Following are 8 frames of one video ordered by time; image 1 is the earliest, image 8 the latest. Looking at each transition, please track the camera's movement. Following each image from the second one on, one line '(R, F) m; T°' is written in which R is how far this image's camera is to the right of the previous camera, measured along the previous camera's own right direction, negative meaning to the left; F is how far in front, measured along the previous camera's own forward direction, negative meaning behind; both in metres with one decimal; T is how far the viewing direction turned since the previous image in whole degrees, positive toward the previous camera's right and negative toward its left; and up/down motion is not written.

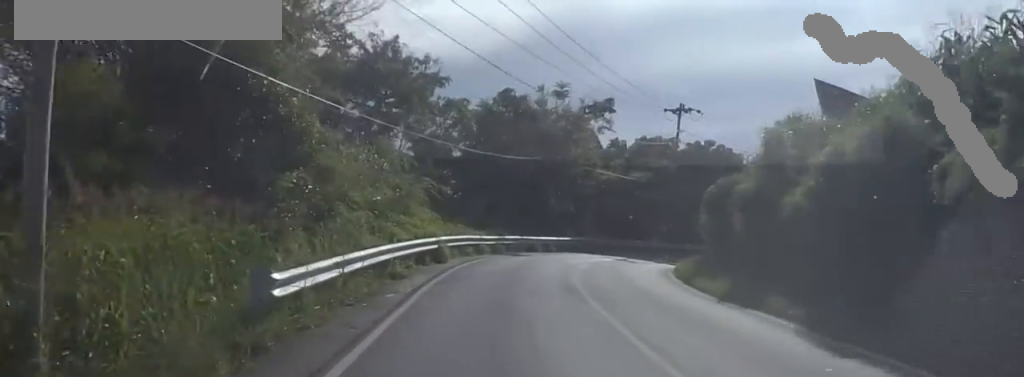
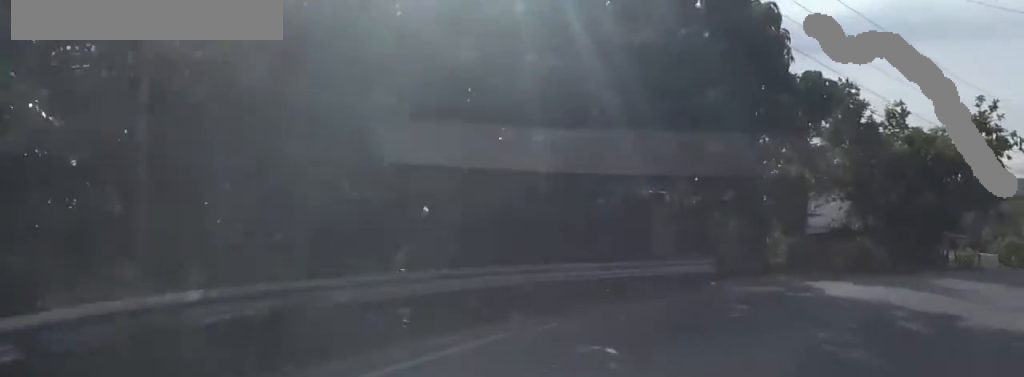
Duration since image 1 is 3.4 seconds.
(+1.8, +40.6) m; +19°
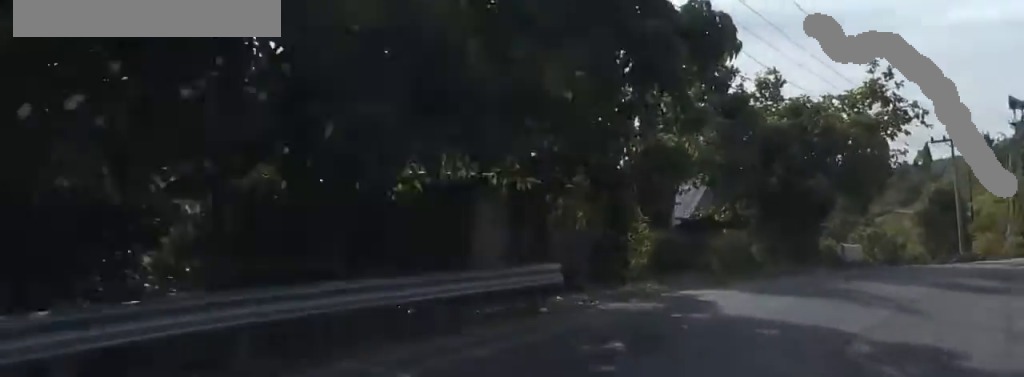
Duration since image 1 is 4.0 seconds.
(+0.5, +6.5) m; +8°
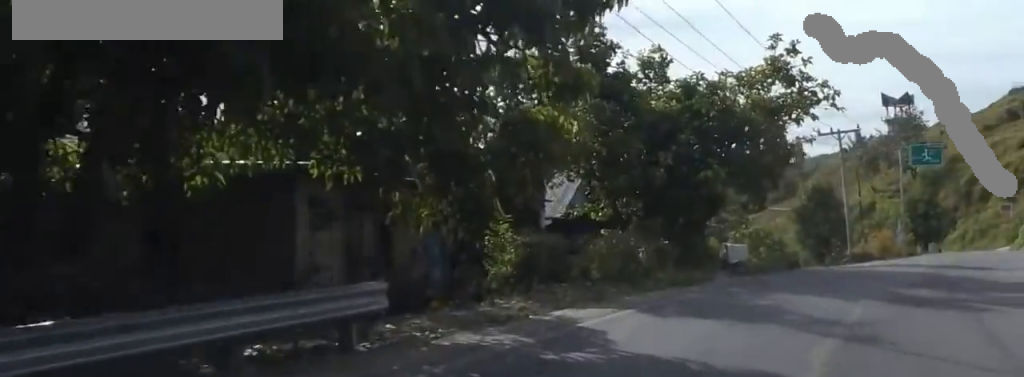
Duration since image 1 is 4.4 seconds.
(+0.2, +4.3) m; +7°
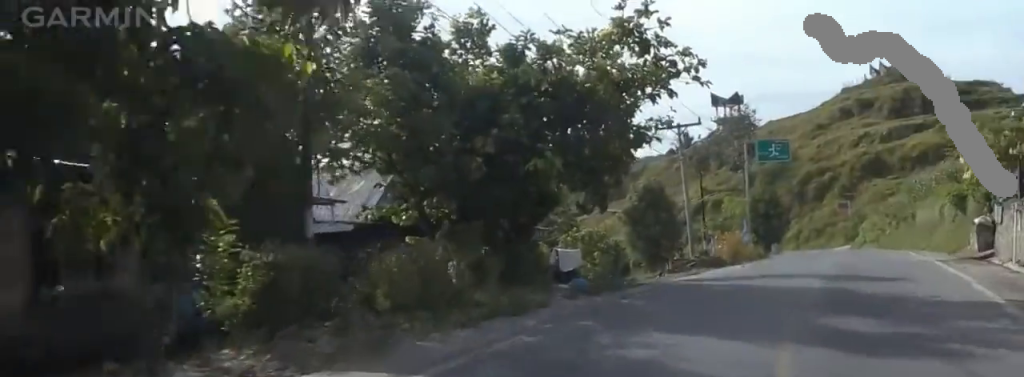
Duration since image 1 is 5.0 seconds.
(+0.2, +5.5) m; +11°
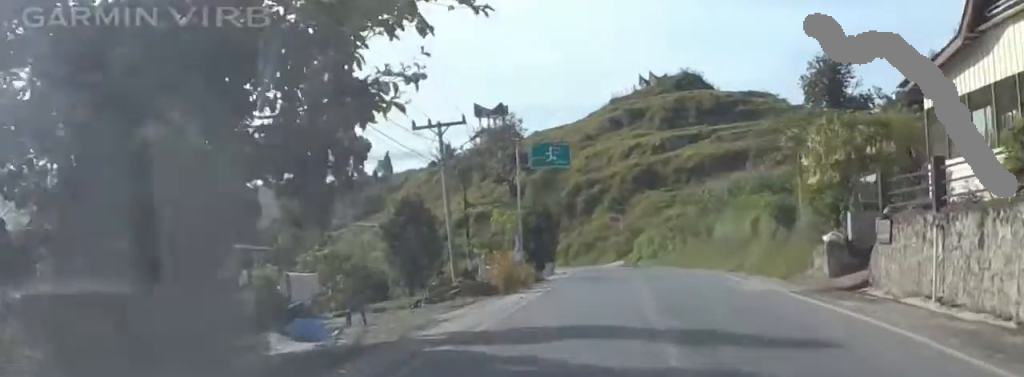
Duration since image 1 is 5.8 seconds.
(+1.5, +8.1) m; +18°
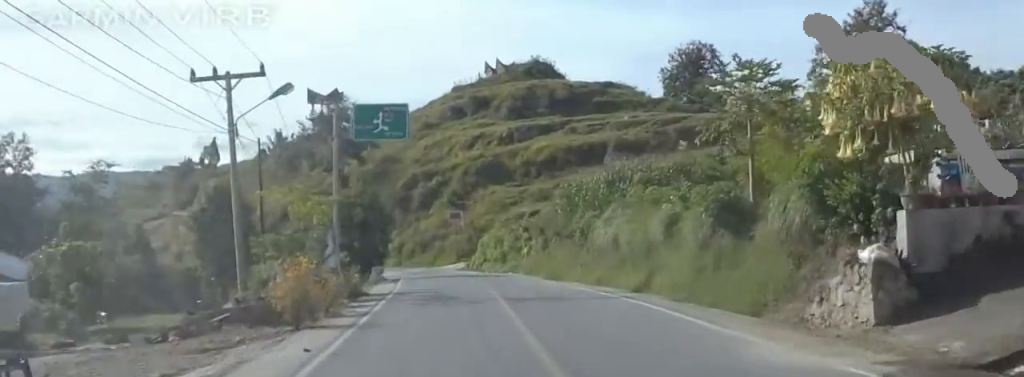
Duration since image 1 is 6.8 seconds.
(+2.4, +11.4) m; +10°
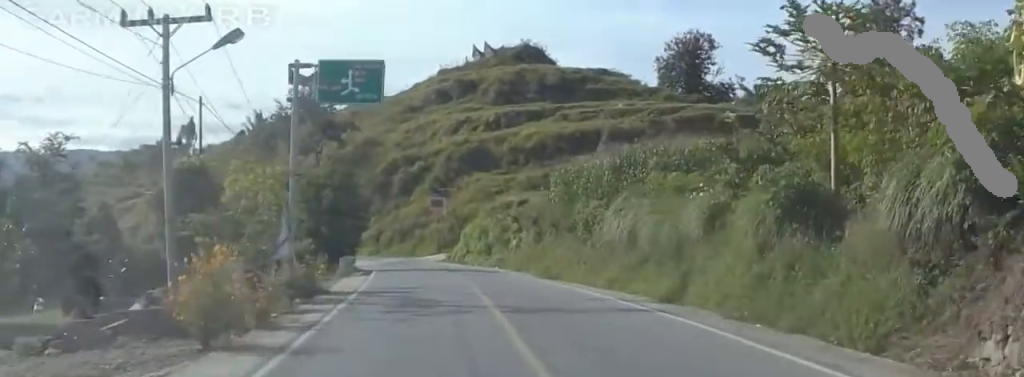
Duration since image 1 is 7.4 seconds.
(+0.4, +5.7) m; -1°
